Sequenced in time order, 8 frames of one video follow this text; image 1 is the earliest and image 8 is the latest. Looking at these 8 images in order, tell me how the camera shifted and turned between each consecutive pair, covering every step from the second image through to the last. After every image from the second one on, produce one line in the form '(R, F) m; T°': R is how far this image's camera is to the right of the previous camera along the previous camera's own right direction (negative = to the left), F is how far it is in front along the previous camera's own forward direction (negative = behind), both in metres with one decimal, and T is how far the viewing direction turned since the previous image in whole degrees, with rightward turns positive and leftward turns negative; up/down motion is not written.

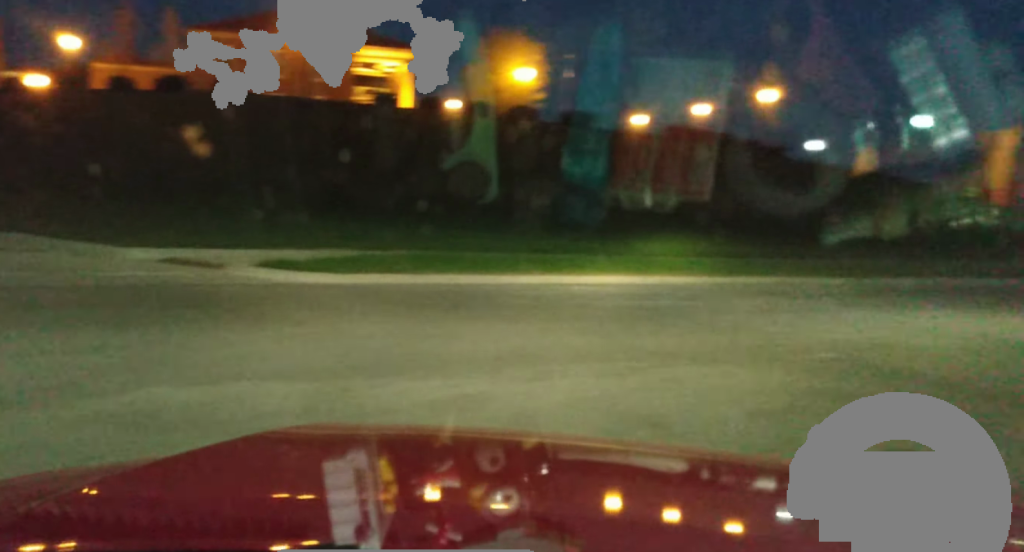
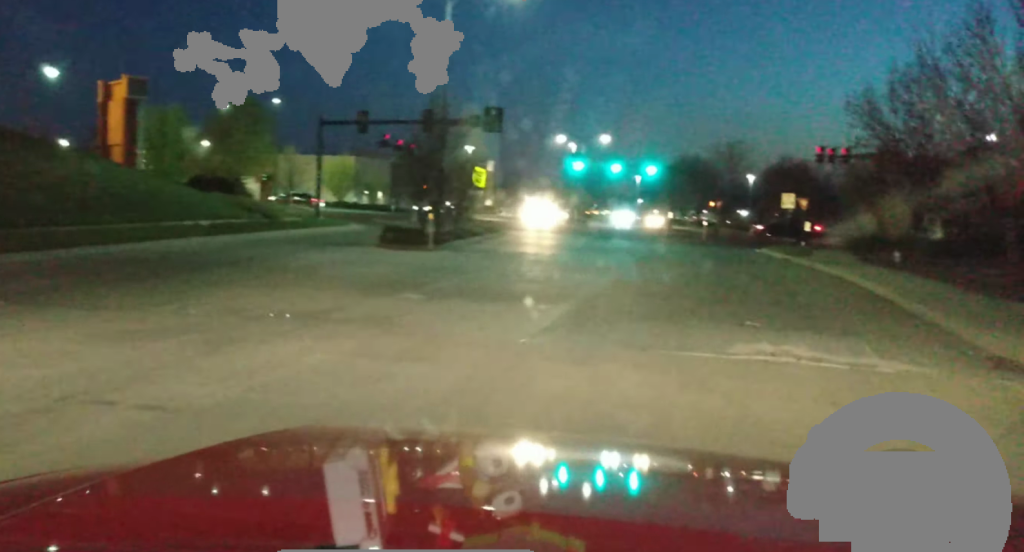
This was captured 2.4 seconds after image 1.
(+4.0, +11.4) m; +32°
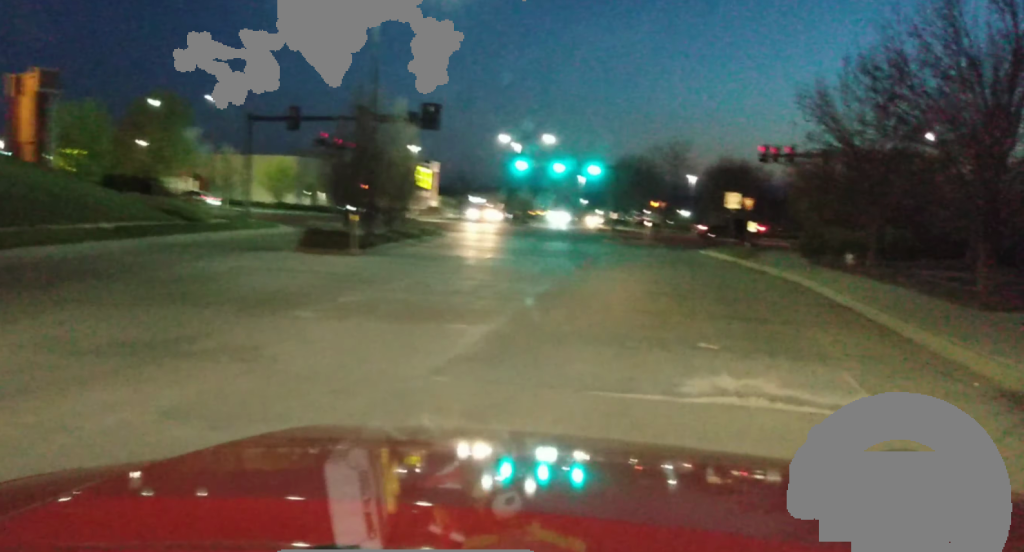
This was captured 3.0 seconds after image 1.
(+0.1, +3.2) m; +4°
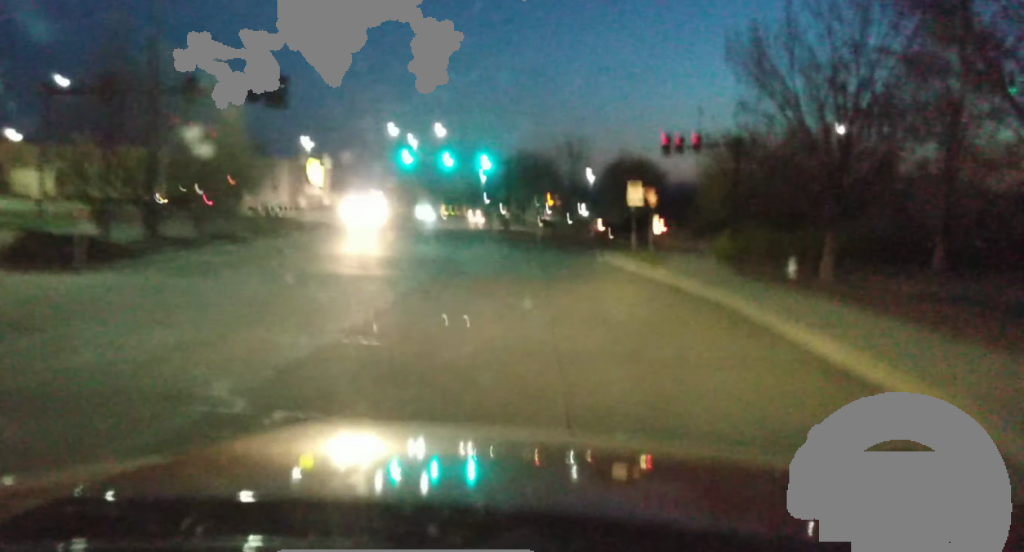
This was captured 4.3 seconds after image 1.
(+0.9, +8.6) m; +5°
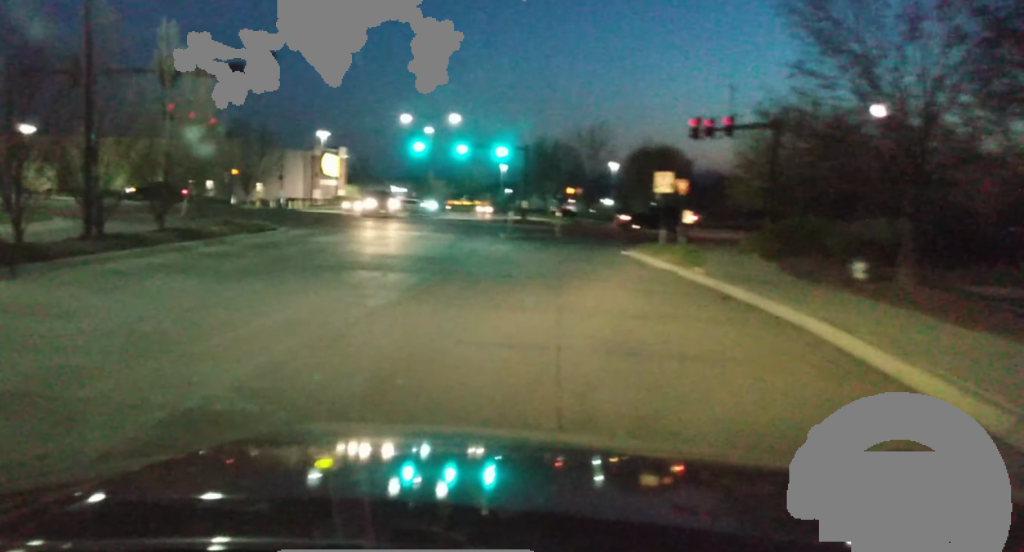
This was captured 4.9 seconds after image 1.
(+0.2, +3.9) m; -2°
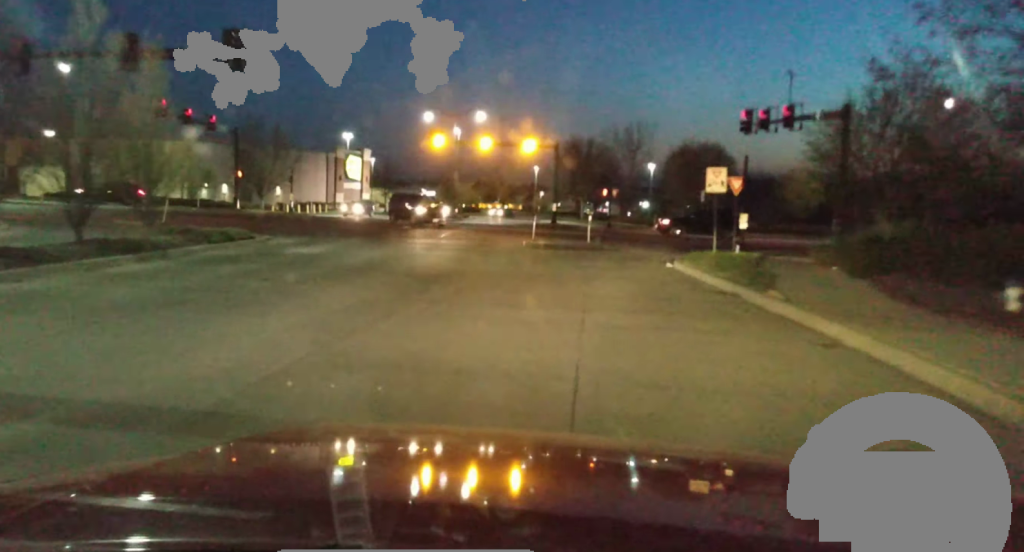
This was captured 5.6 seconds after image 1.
(-0.6, +5.4) m; -6°
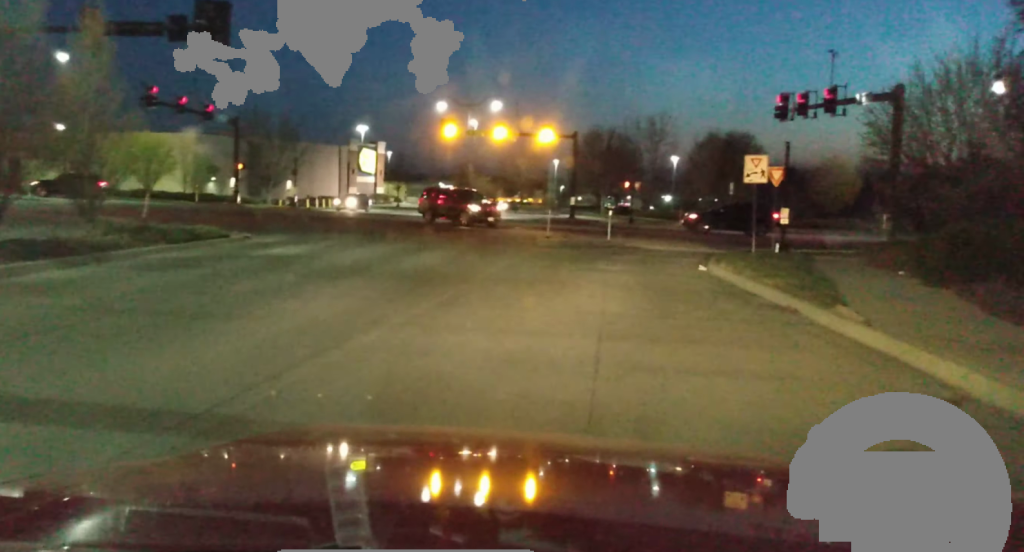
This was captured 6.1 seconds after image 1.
(-0.1, +3.5) m; -2°
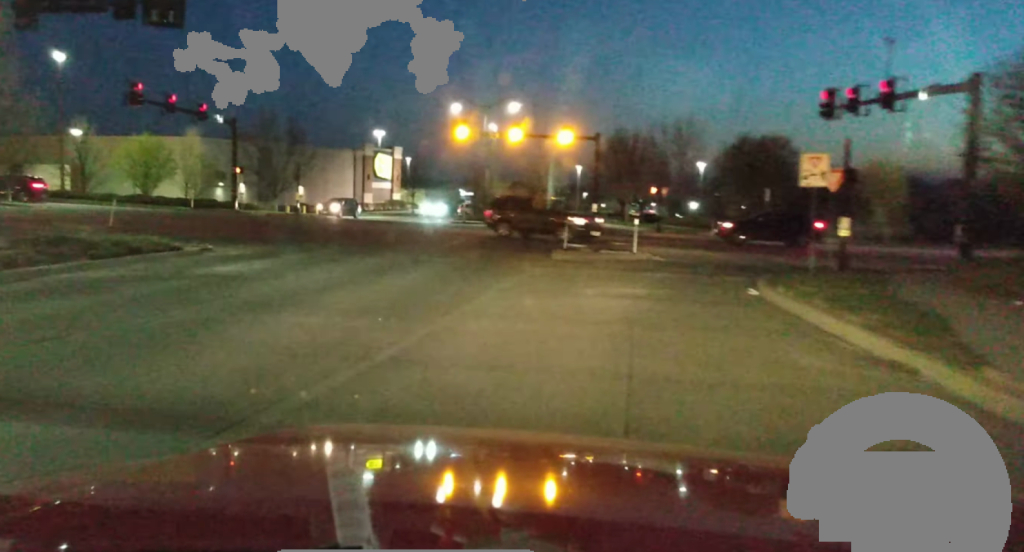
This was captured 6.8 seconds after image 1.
(-0.1, +4.5) m; -1°
